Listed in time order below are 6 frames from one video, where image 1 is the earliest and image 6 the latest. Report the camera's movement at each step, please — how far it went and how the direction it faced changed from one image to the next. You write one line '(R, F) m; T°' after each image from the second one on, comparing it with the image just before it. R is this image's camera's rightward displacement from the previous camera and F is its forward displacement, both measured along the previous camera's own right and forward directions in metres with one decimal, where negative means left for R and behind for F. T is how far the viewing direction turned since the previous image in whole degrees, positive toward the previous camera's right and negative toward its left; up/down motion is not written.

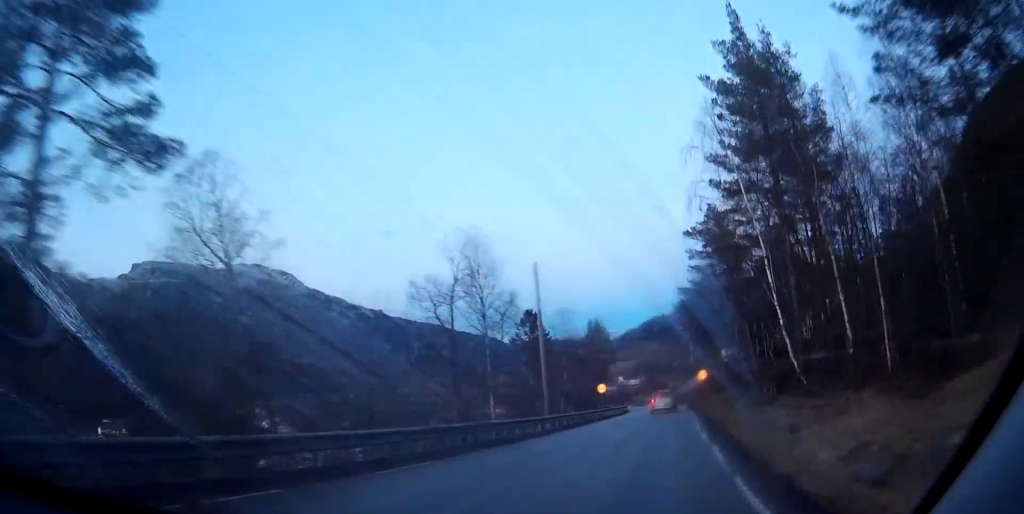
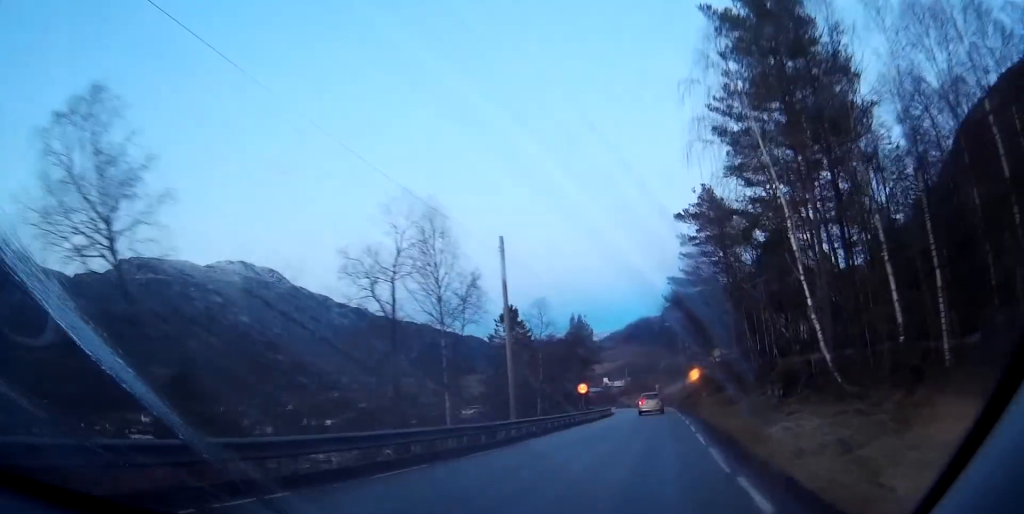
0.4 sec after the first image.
(-0.5, +5.9) m; -2°
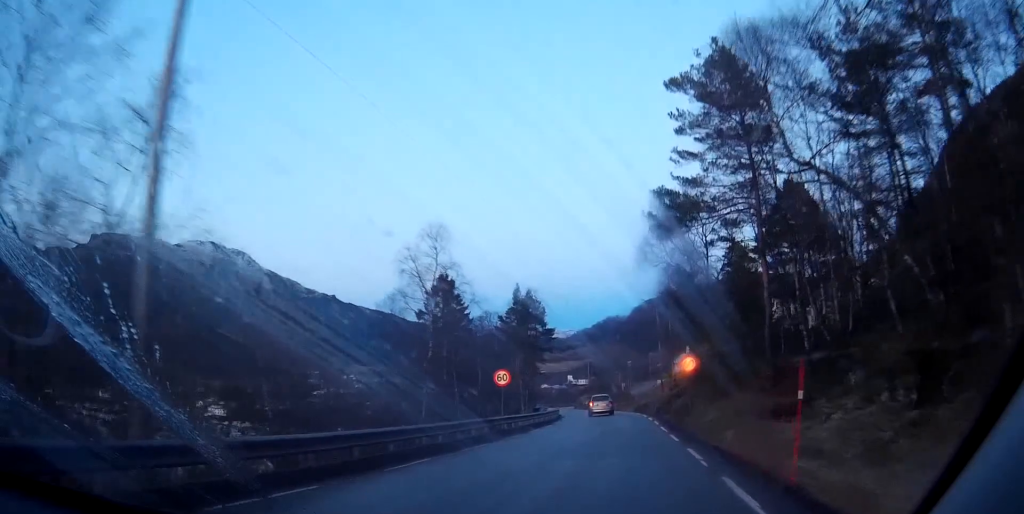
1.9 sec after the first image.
(+0.3, +23.0) m; +1°
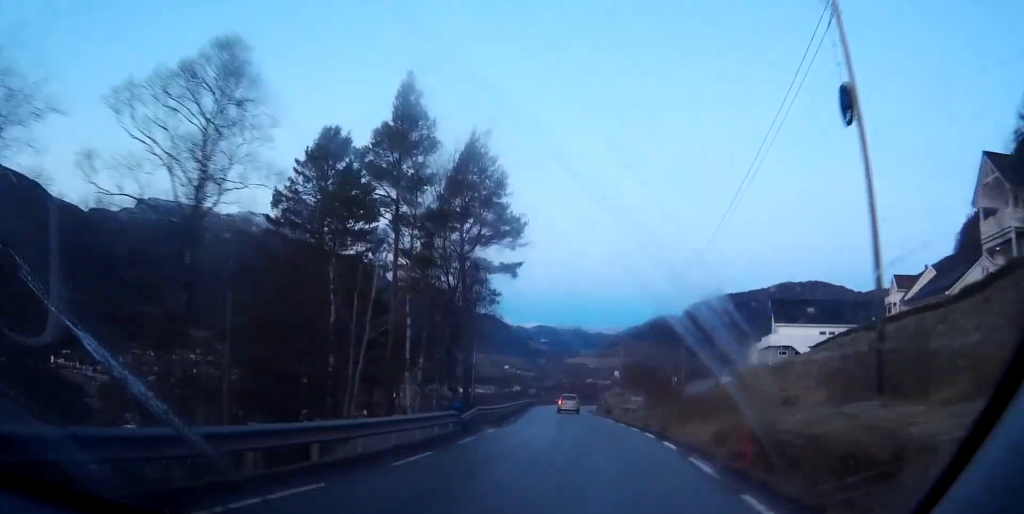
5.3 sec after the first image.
(-2.0, +50.0) m; -6°
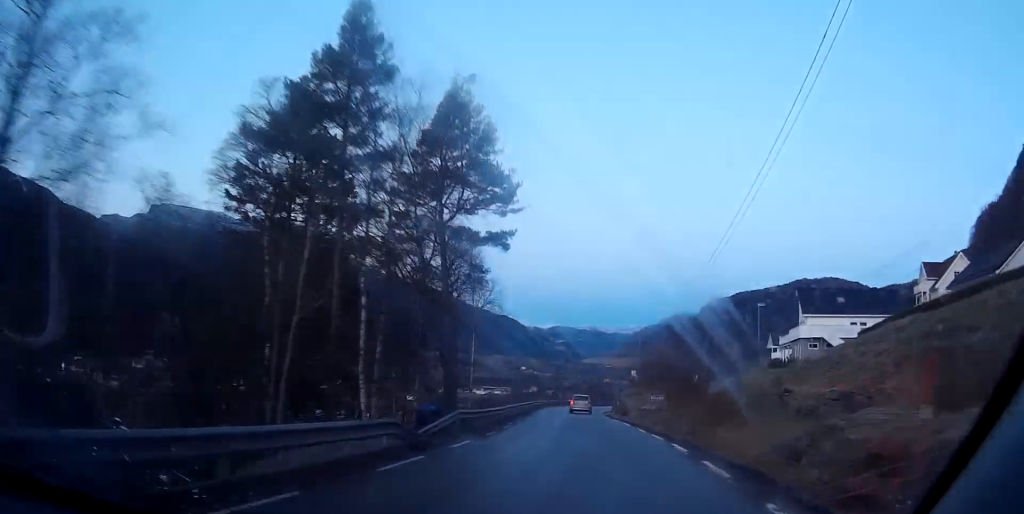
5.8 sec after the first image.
(-0.1, +6.9) m; -2°
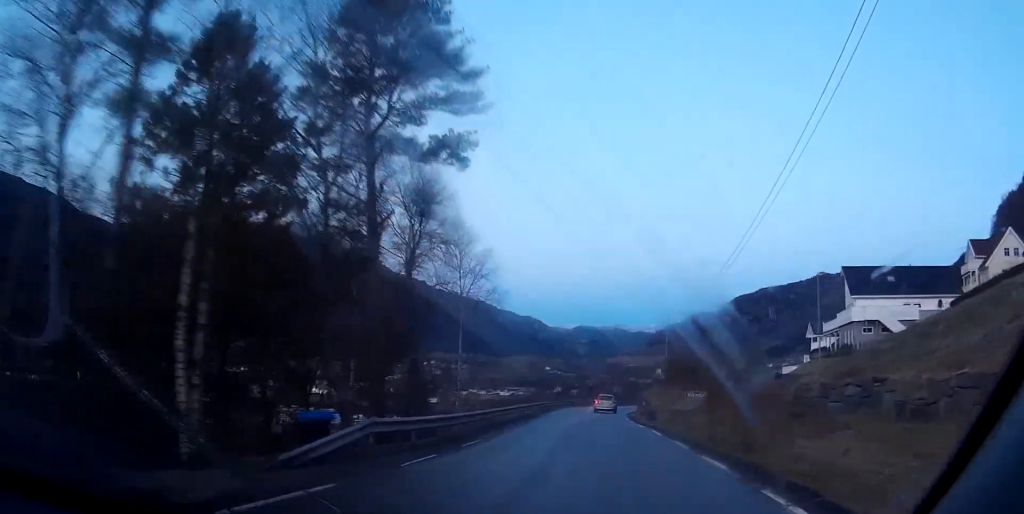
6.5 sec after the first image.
(-0.1, +10.8) m; -3°
